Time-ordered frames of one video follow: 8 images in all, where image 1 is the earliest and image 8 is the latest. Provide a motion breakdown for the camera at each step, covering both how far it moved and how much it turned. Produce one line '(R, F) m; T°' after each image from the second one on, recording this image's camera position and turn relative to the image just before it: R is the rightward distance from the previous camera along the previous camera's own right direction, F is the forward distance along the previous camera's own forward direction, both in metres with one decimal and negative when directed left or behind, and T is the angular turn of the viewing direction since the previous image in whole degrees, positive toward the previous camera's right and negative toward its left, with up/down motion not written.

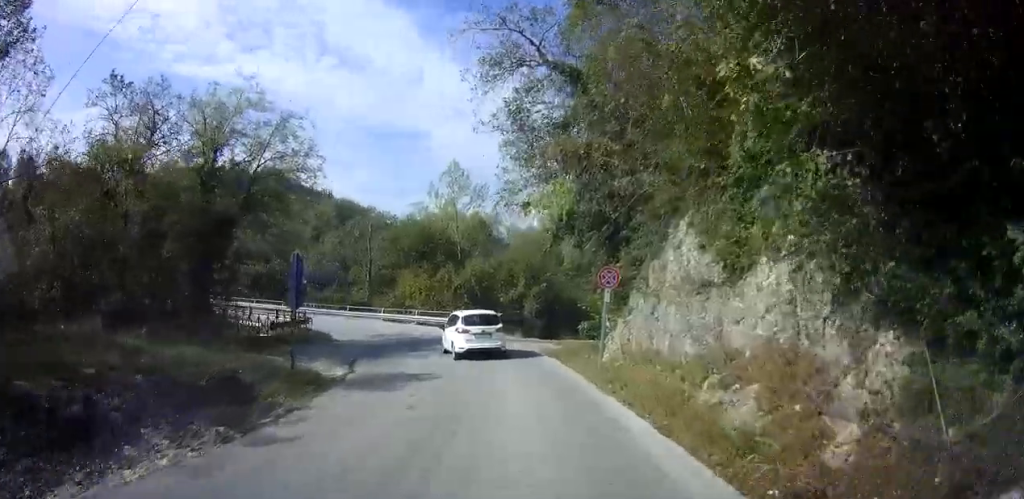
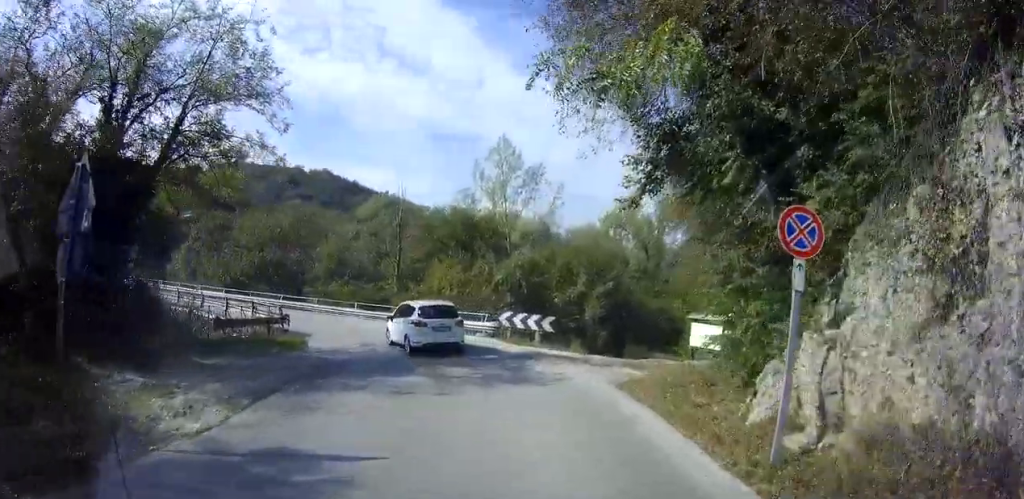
(0.0, +8.9) m; -1°
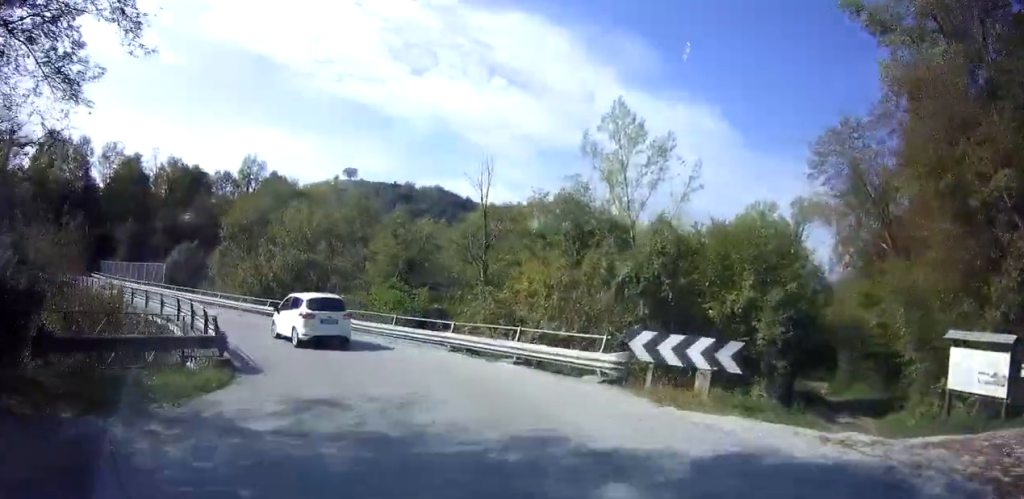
(-0.5, +13.1) m; -17°
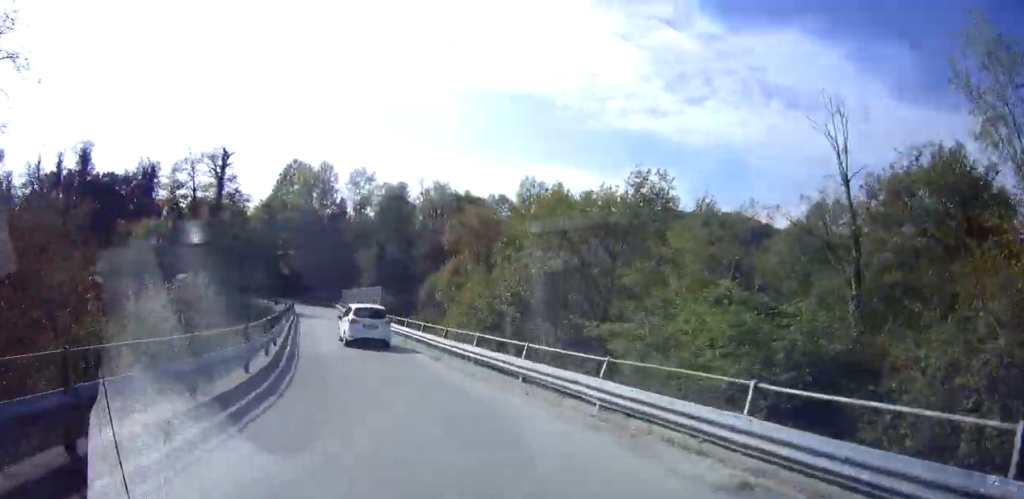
(-5.0, +11.3) m; -38°
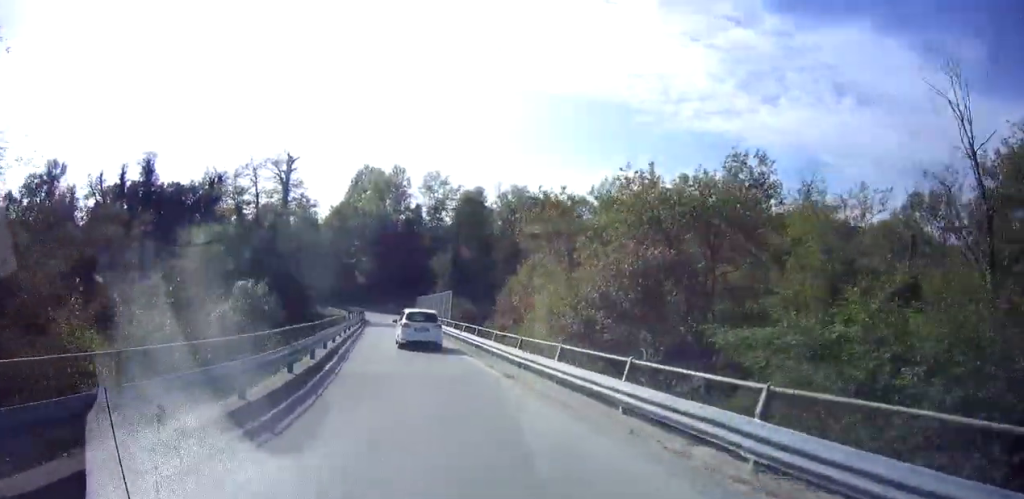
(-0.1, +3.0) m; -6°
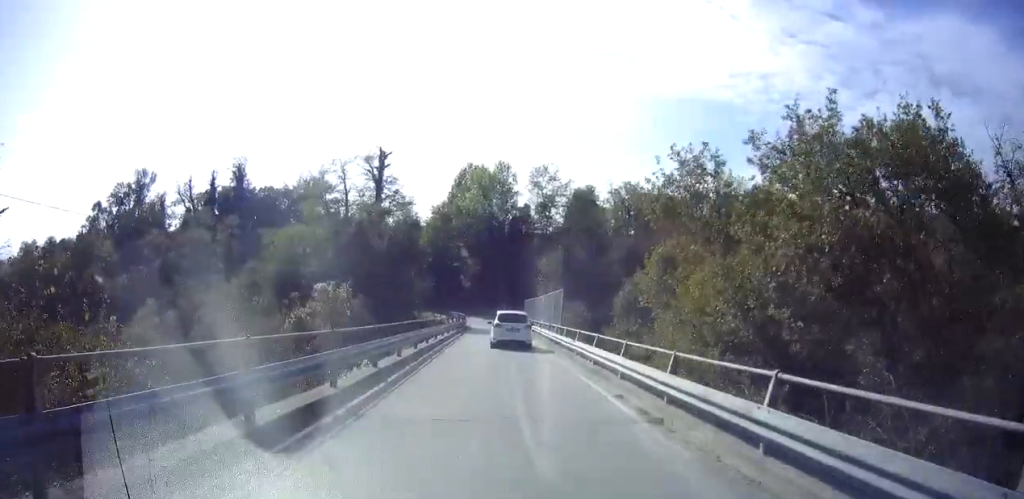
(-0.6, +5.6) m; -9°
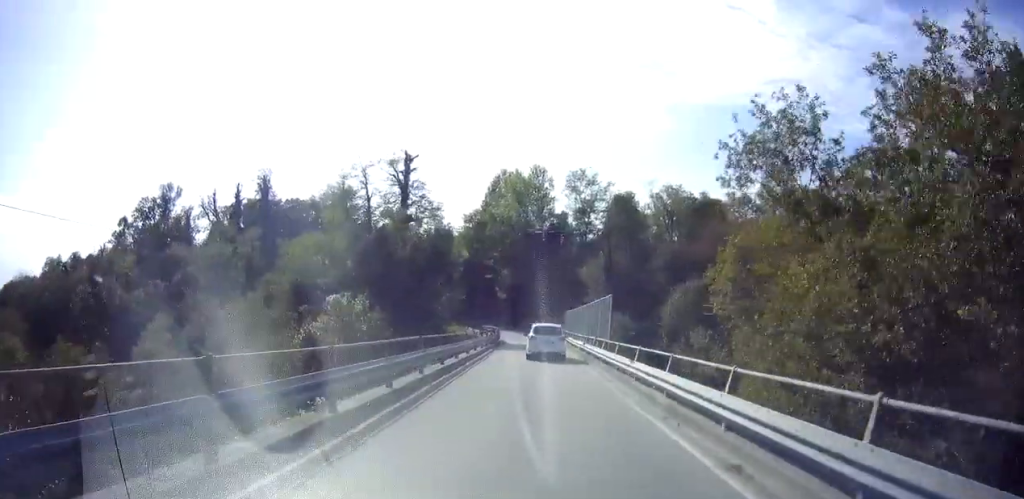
(-0.3, +4.3) m; -4°
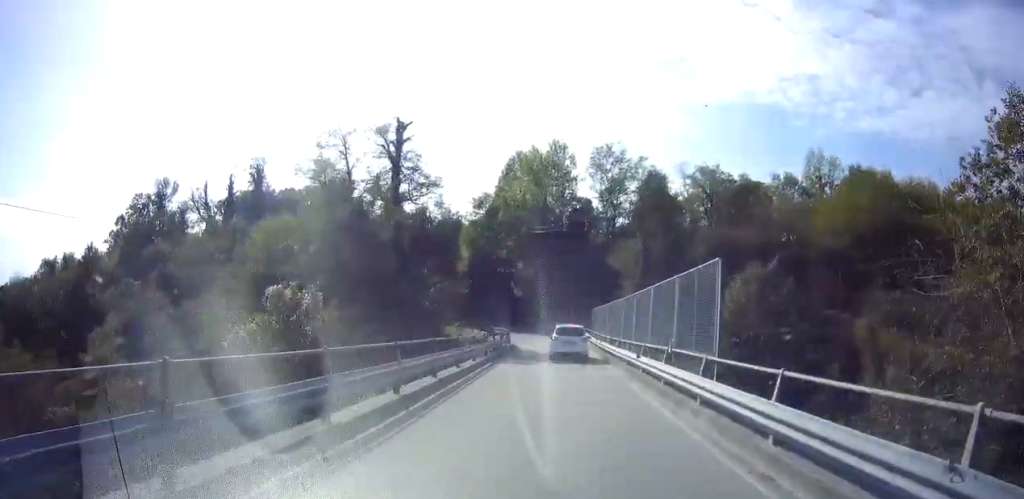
(-0.6, +9.9) m; -5°
